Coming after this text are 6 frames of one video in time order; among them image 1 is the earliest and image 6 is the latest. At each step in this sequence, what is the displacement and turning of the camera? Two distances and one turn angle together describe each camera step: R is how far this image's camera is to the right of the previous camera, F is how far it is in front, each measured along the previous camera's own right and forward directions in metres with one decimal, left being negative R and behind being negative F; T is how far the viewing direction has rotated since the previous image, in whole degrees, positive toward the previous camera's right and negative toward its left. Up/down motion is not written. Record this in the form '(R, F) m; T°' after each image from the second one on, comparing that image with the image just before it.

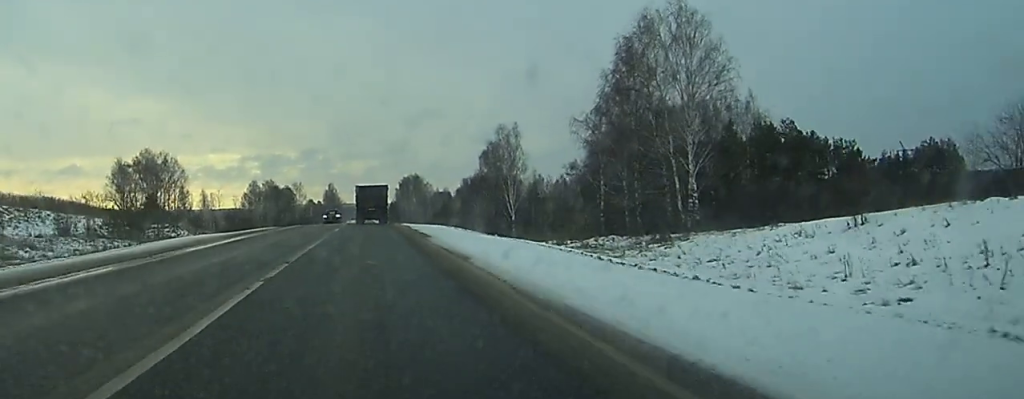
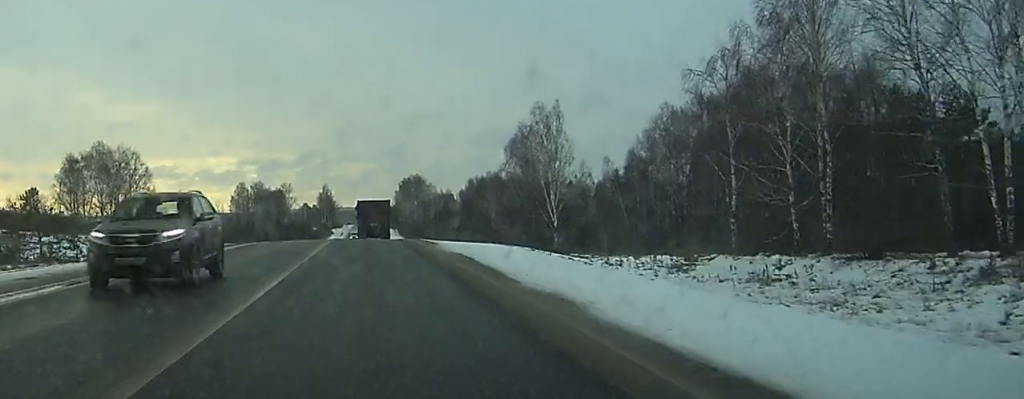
(+0.8, +37.9) m; 0°
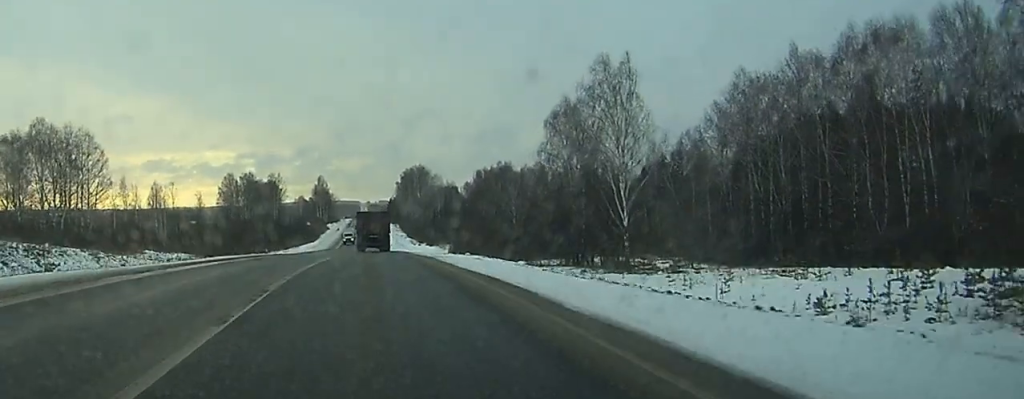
(-1.3, +27.5) m; -1°
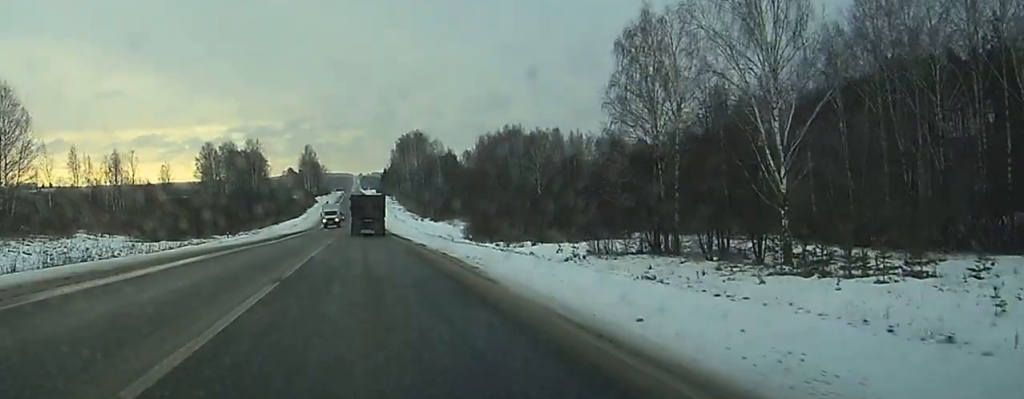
(+1.2, +30.8) m; +2°
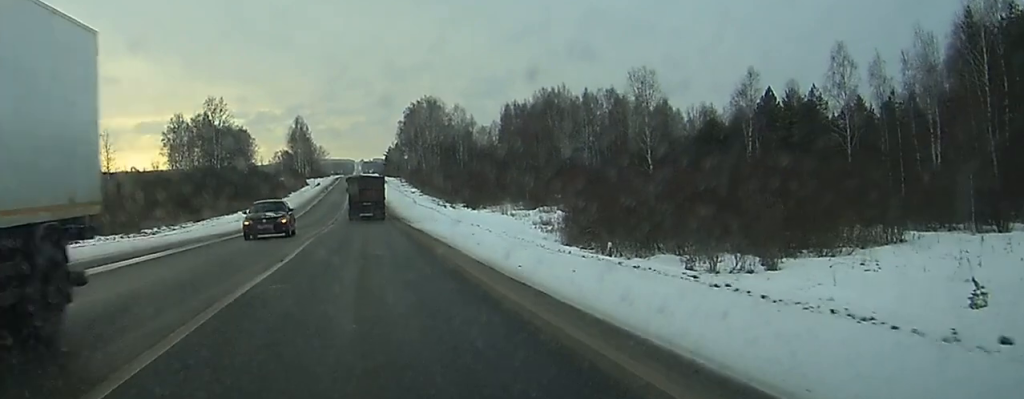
(-0.3, +55.5) m; 0°
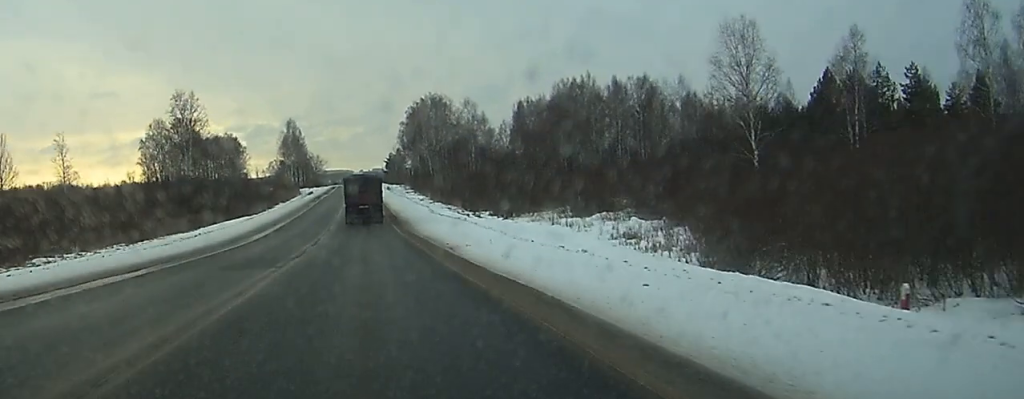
(0.0, +25.6) m; 0°
